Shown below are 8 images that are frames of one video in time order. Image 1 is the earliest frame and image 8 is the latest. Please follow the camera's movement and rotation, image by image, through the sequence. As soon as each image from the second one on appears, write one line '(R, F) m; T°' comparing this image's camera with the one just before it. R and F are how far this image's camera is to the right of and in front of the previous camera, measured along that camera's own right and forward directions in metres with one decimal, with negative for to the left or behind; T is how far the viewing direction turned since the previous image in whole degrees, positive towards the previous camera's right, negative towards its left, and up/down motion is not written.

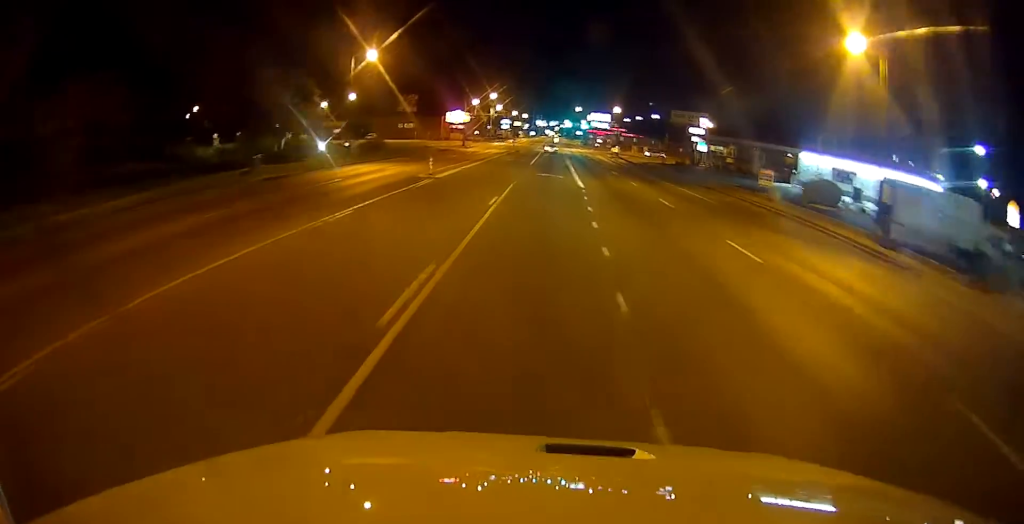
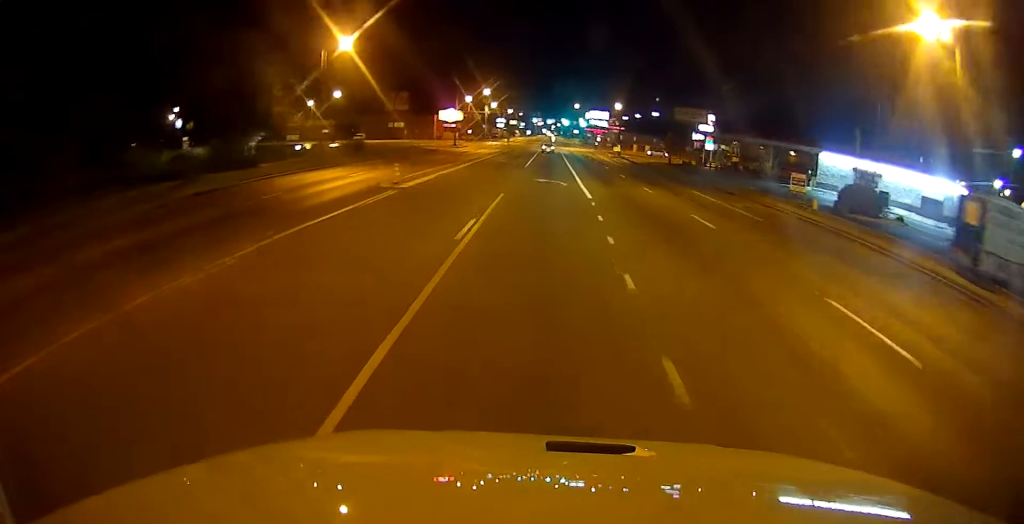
(0.0, +7.1) m; -1°
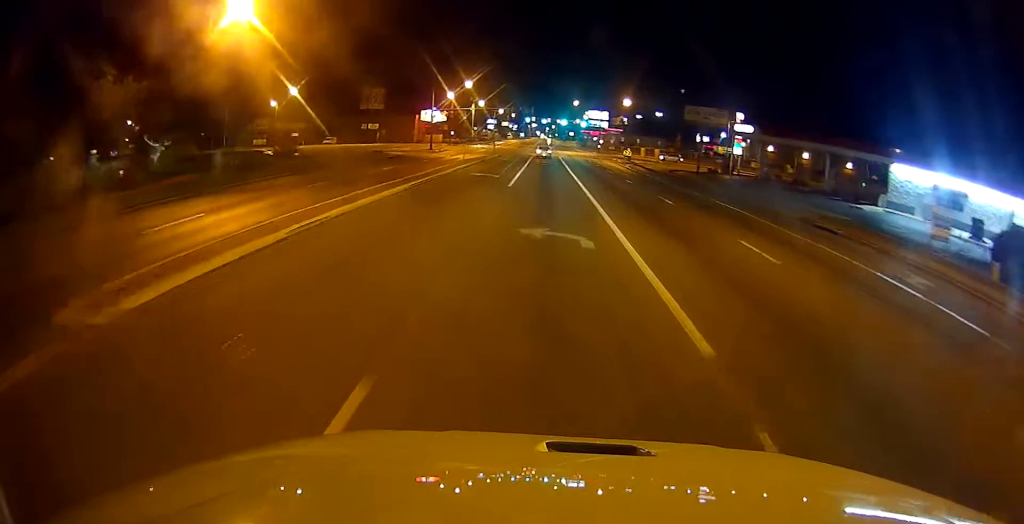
(-0.5, +17.7) m; 0°
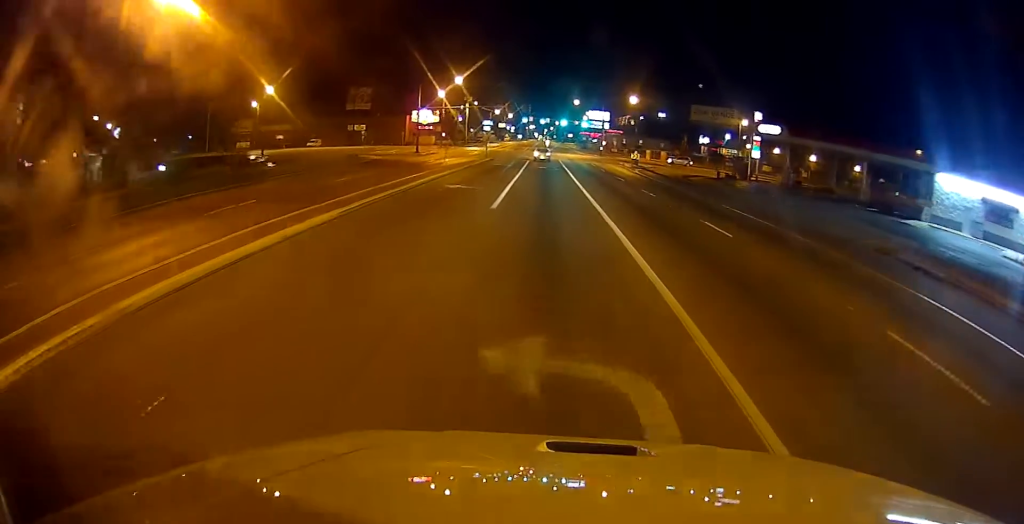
(-0.3, +8.2) m; +2°
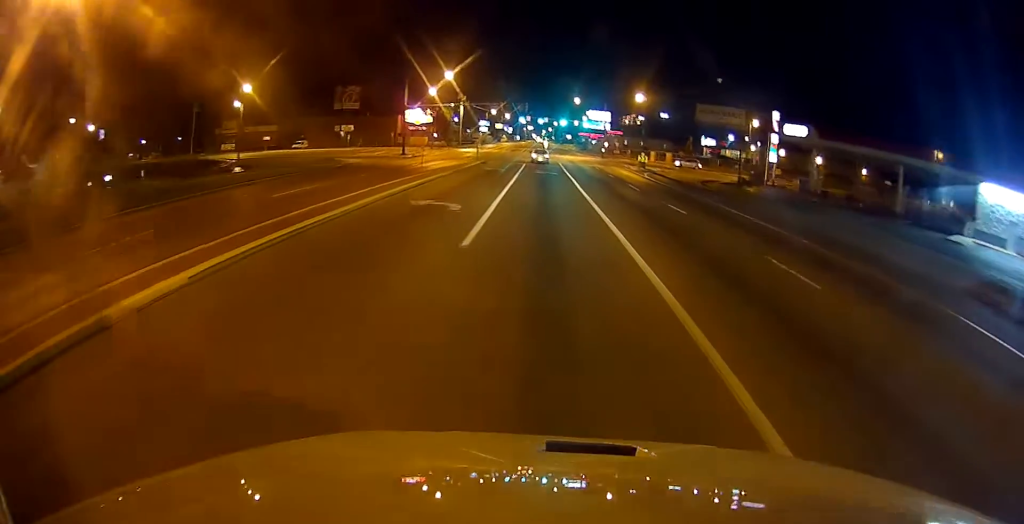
(+0.6, +6.7) m; +1°
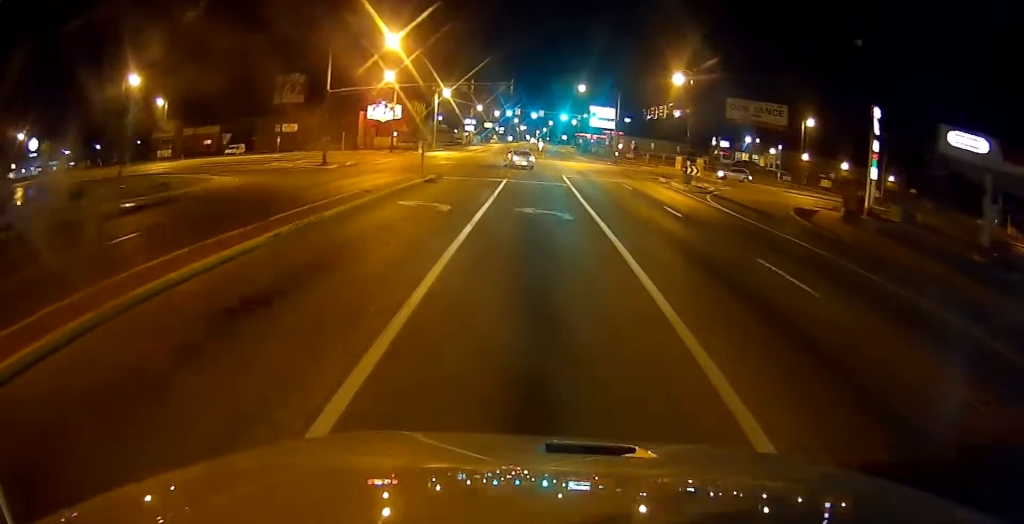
(-0.2, +24.7) m; -2°
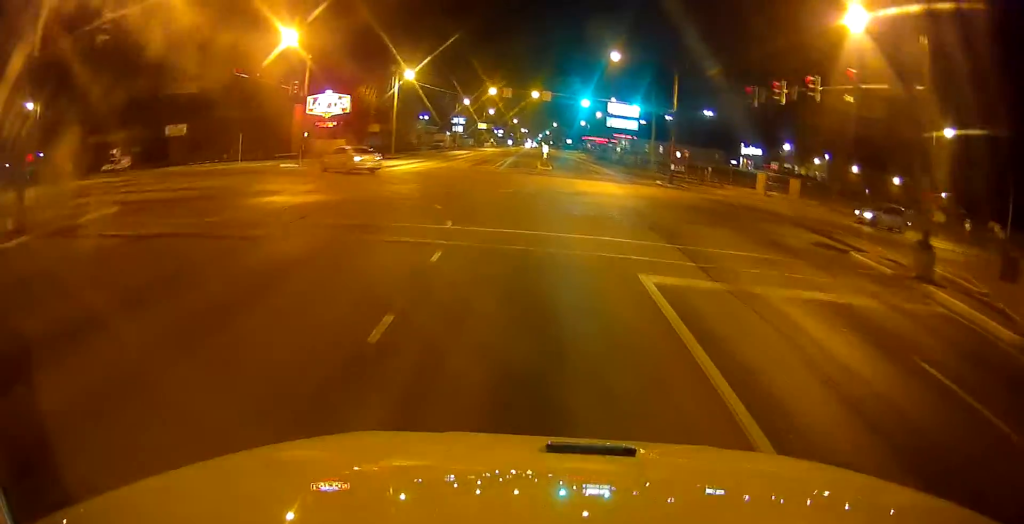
(+1.1, +31.8) m; +3°
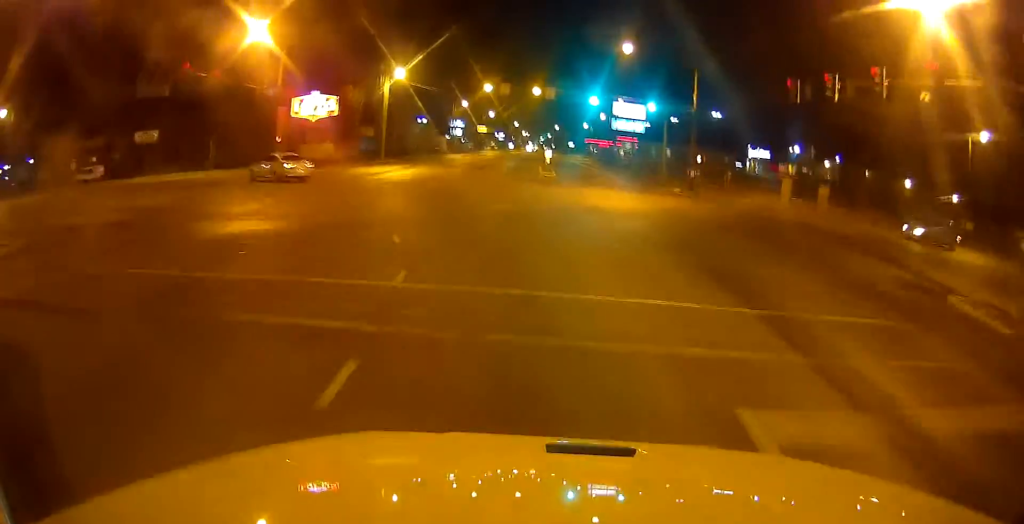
(-0.1, +5.9) m; -1°
